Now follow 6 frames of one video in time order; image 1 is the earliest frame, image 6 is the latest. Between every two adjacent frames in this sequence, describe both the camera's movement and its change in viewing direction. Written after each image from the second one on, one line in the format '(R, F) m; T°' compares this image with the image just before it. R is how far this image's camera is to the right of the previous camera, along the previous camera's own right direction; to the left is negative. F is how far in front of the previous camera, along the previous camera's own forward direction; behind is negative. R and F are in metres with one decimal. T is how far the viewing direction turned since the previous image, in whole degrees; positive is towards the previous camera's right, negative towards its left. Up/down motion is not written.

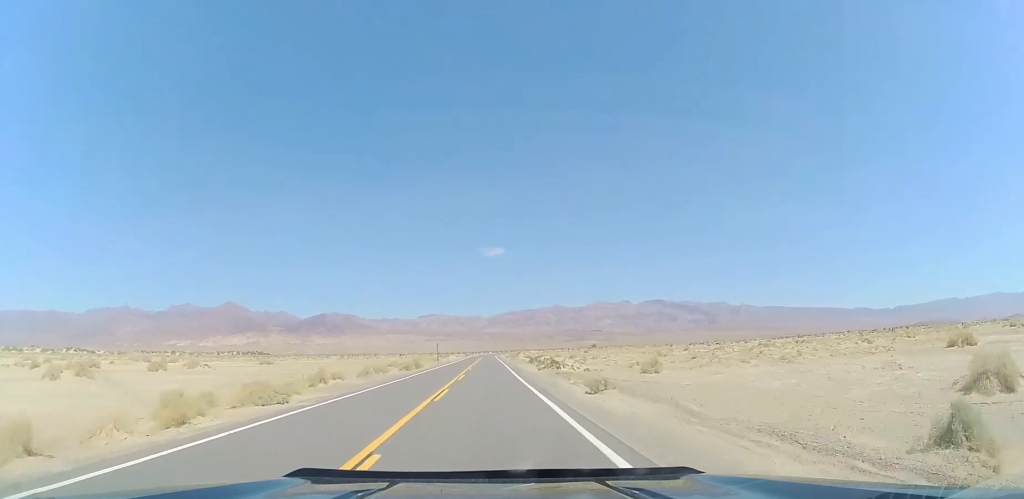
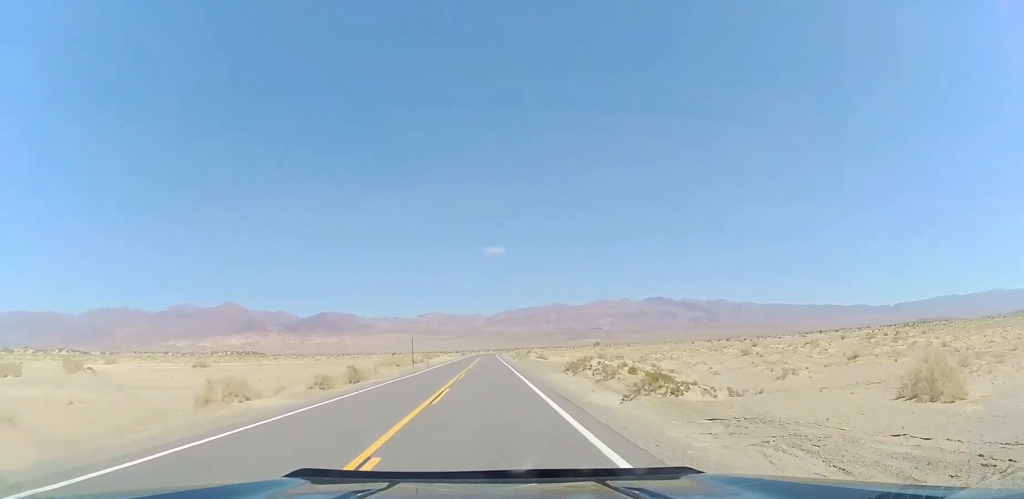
(-0.1, +29.2) m; 0°
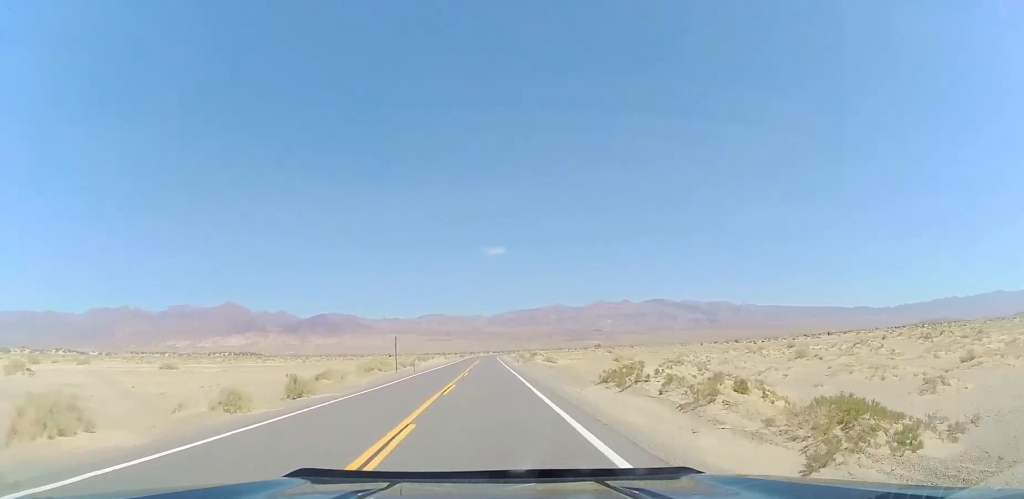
(0.0, +10.7) m; 0°
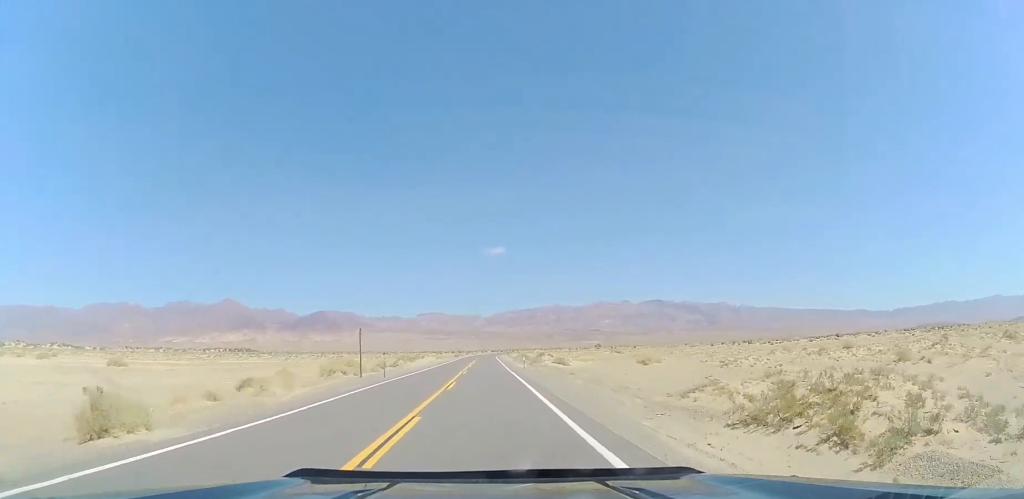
(0.0, +13.4) m; 0°
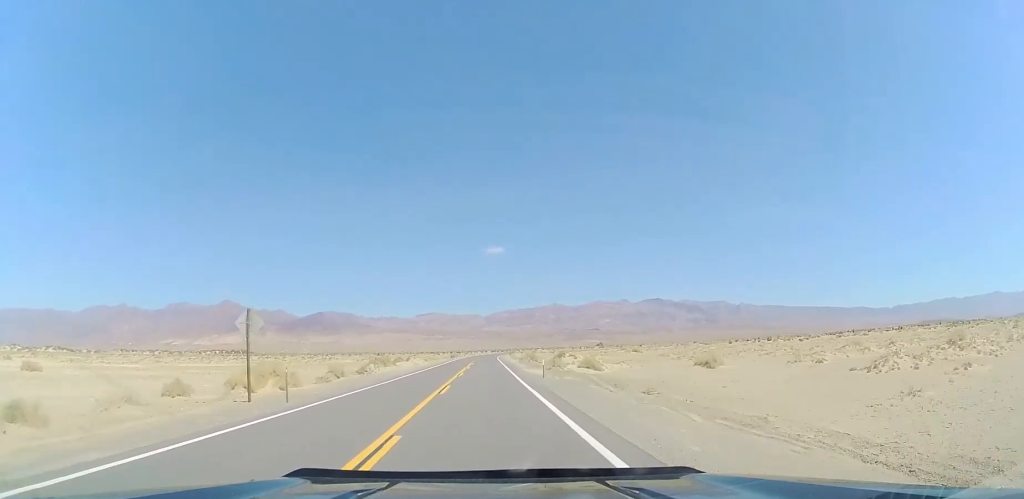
(0.0, +17.9) m; 0°
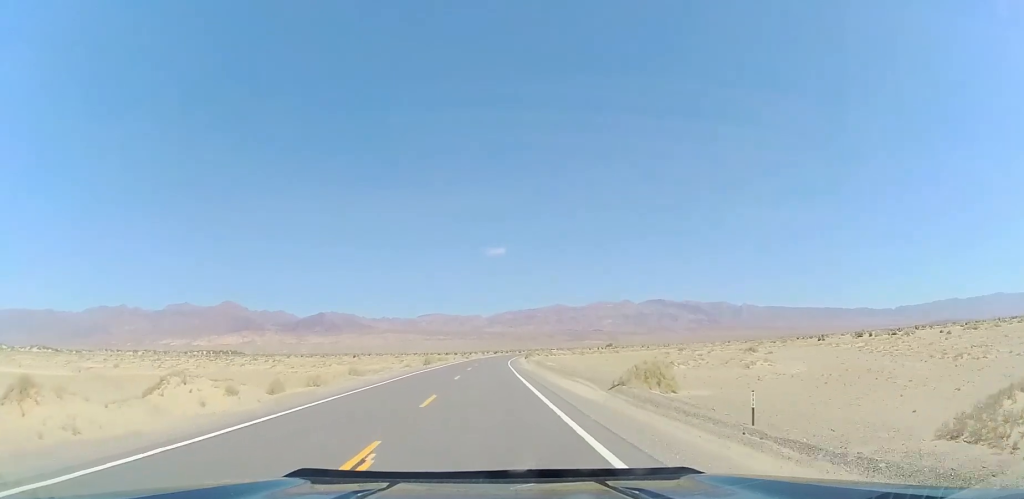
(-0.3, +60.3) m; 0°
